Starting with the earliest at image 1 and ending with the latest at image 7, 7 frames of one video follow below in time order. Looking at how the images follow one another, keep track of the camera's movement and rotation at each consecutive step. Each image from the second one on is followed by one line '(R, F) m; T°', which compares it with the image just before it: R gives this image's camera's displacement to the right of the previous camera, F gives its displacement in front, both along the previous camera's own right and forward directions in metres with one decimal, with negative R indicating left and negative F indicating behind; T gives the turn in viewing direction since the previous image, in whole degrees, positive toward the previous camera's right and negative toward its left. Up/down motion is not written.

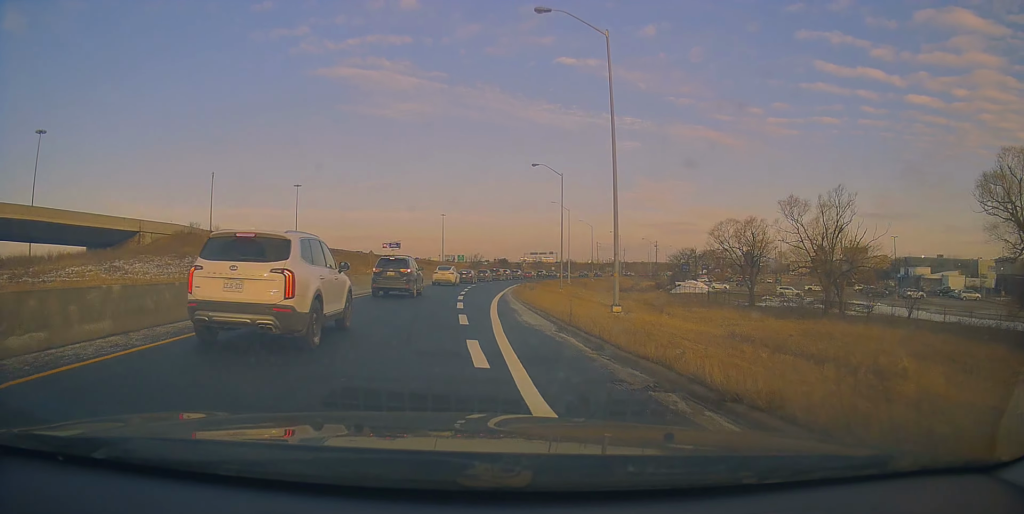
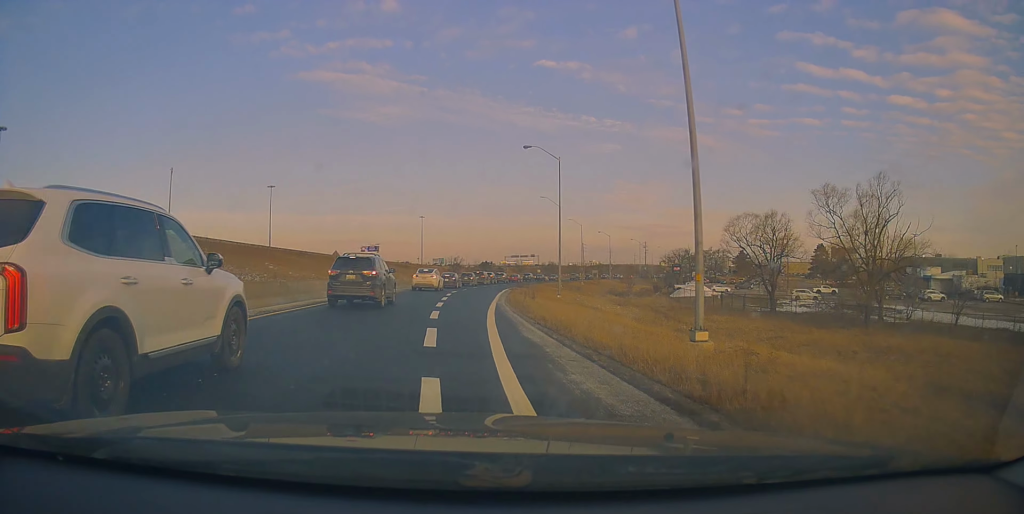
(+0.2, +9.6) m; +1°
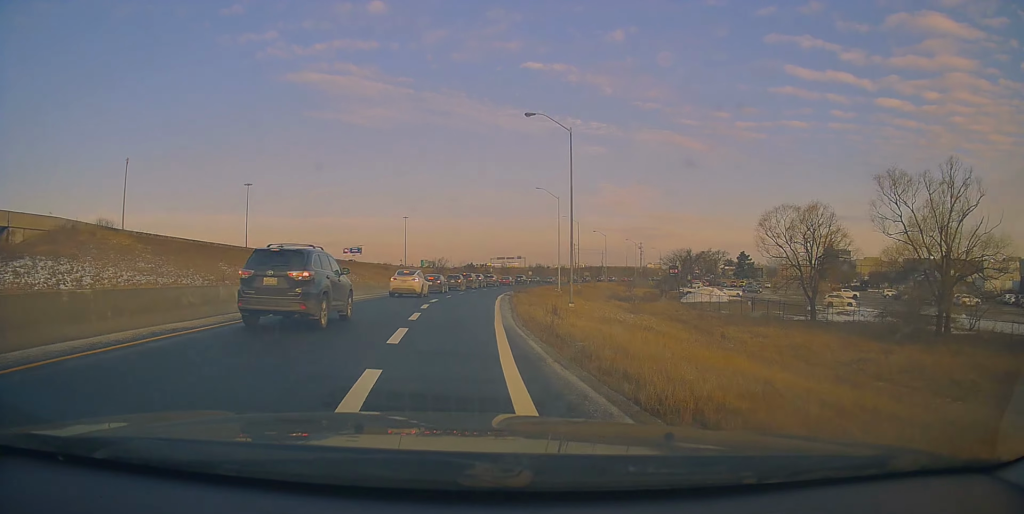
(0.0, +10.9) m; 0°
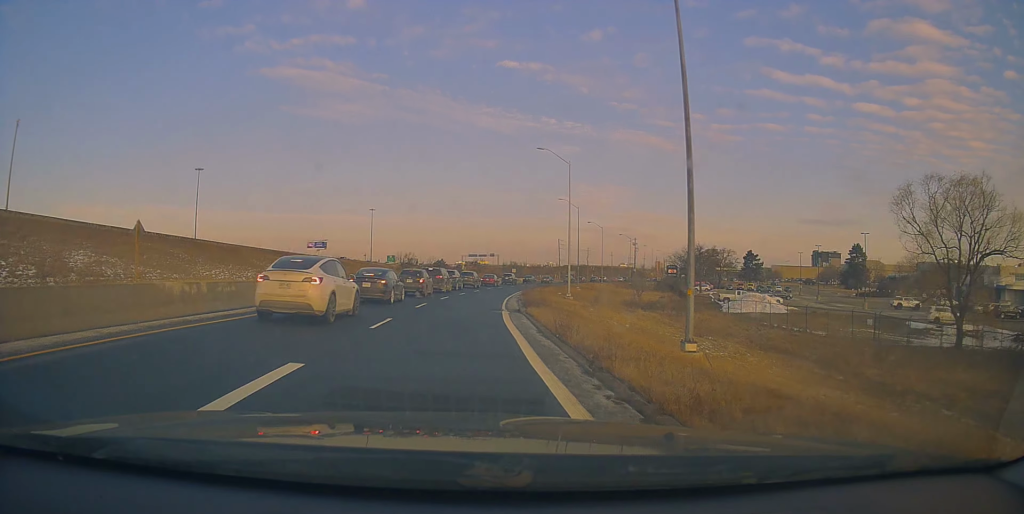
(+0.4, +22.6) m; +4°
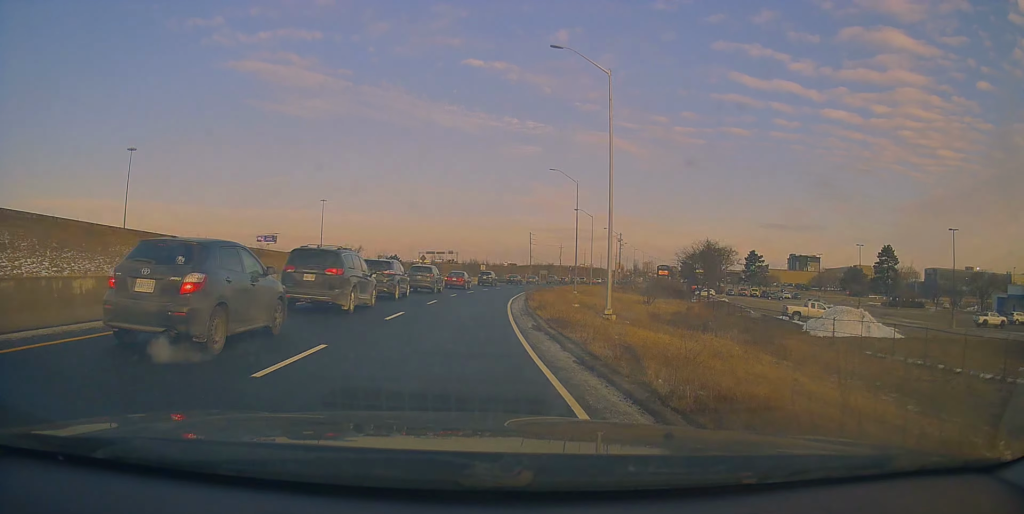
(+1.4, +23.9) m; +6°
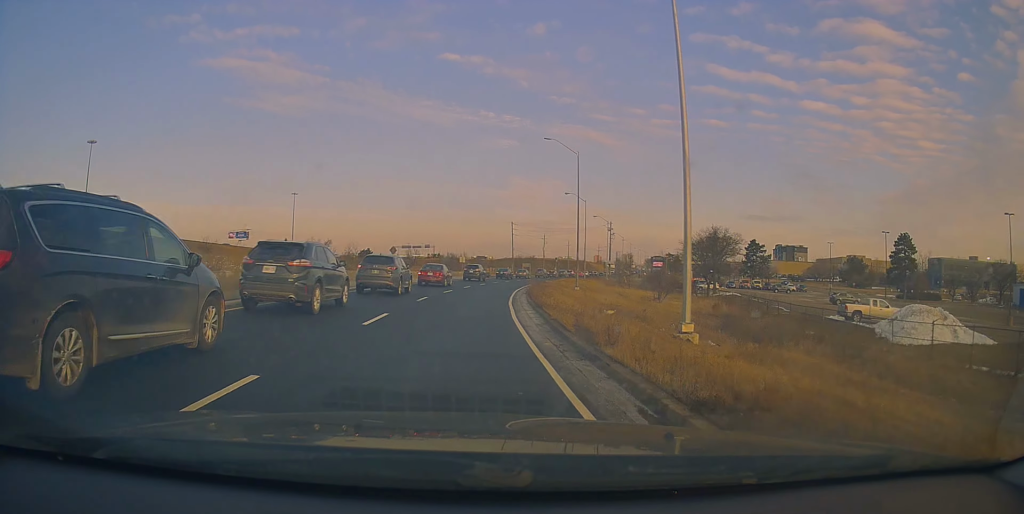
(+0.3, +11.5) m; +2°
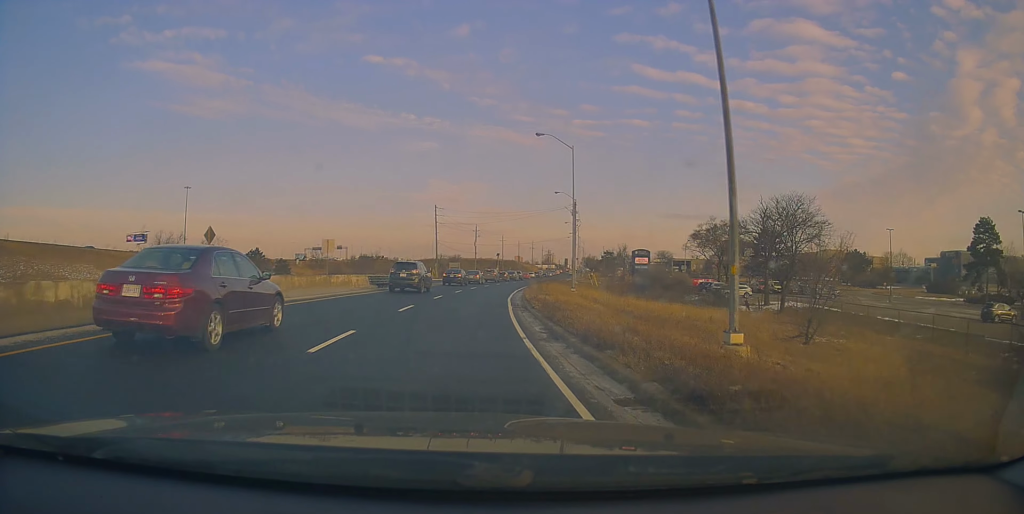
(+2.2, +38.4) m; +6°
